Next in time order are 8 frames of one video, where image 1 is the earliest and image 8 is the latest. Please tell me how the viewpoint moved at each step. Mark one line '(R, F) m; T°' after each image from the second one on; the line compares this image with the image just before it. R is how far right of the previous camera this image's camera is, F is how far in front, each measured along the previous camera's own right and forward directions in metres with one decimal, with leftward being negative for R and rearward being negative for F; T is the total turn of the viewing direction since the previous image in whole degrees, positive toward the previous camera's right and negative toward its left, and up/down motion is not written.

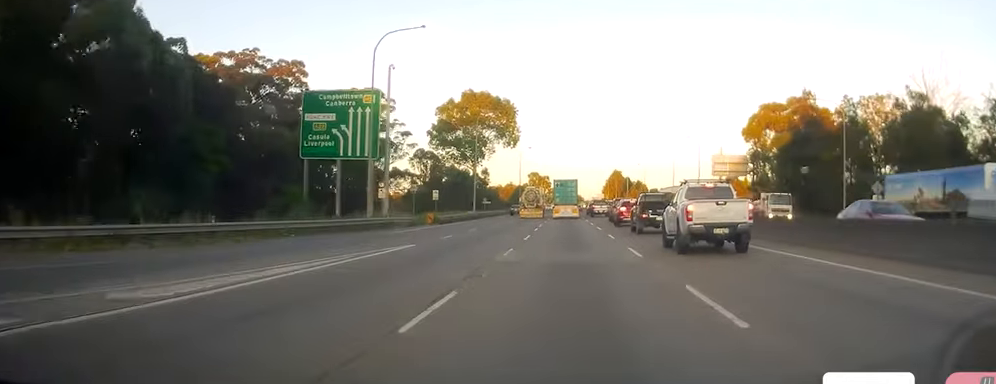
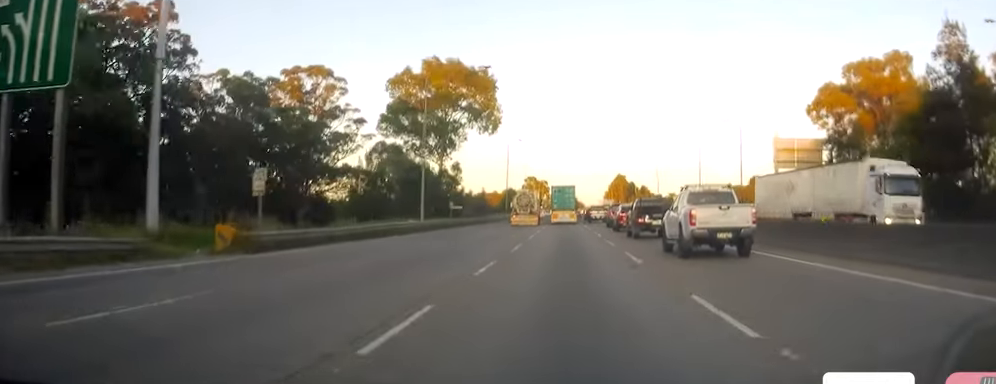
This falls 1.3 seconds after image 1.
(-0.6, +33.0) m; -1°
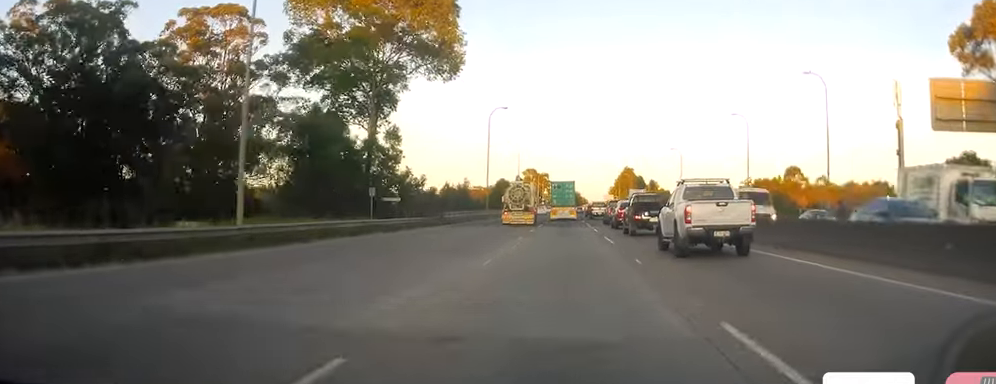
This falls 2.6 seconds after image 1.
(-0.1, +34.4) m; 0°
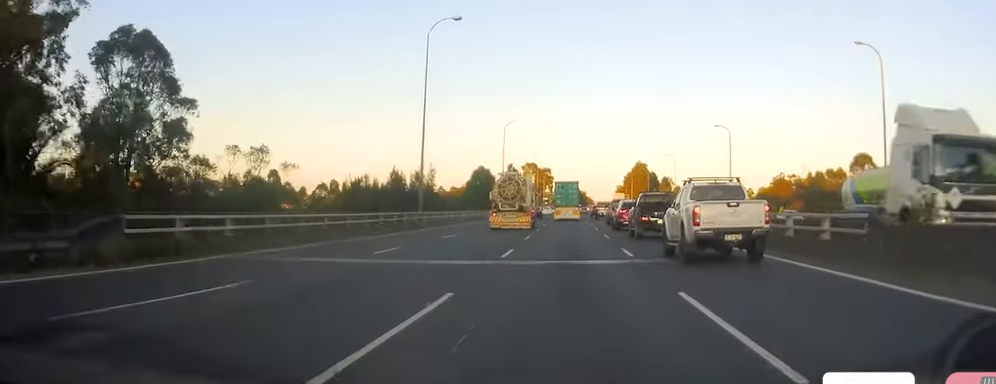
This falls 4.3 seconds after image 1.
(+0.3, +43.8) m; +1°
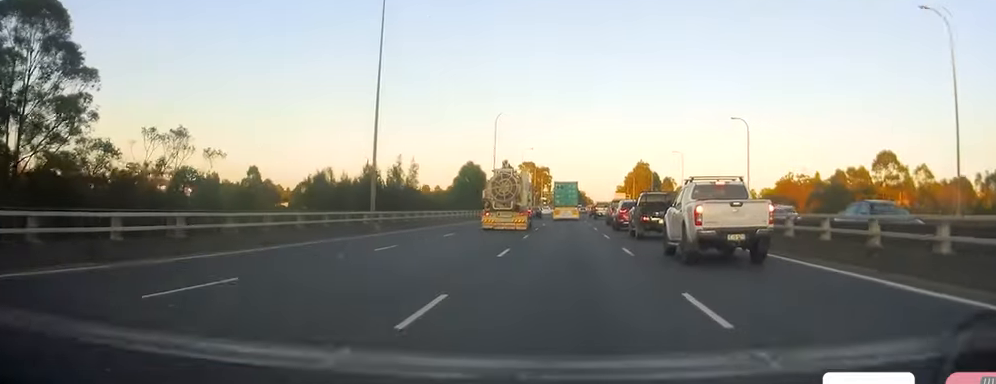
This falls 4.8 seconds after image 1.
(+0.3, +12.0) m; -1°
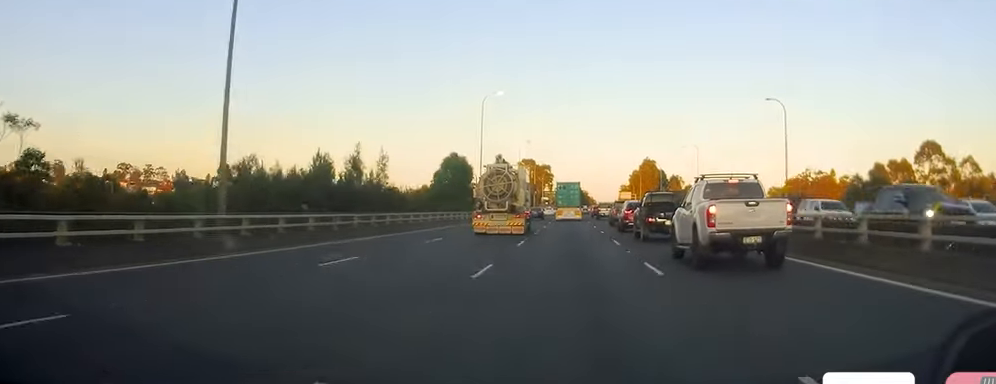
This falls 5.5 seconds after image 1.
(-0.1, +17.2) m; 0°
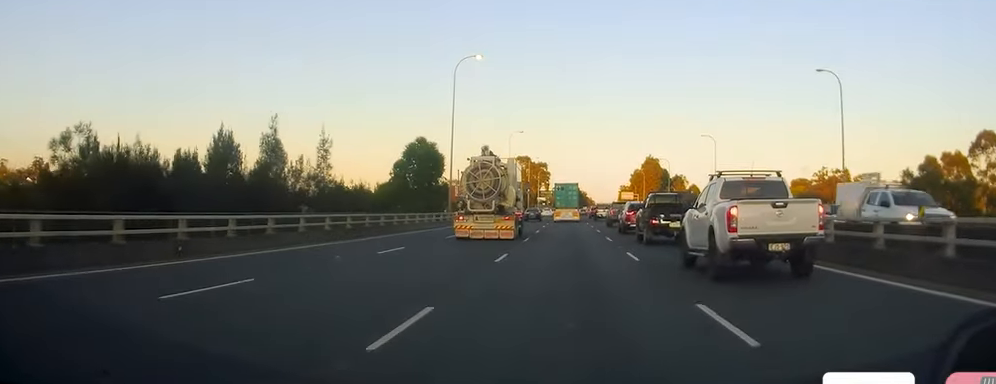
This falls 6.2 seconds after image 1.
(-0.7, +18.9) m; 0°
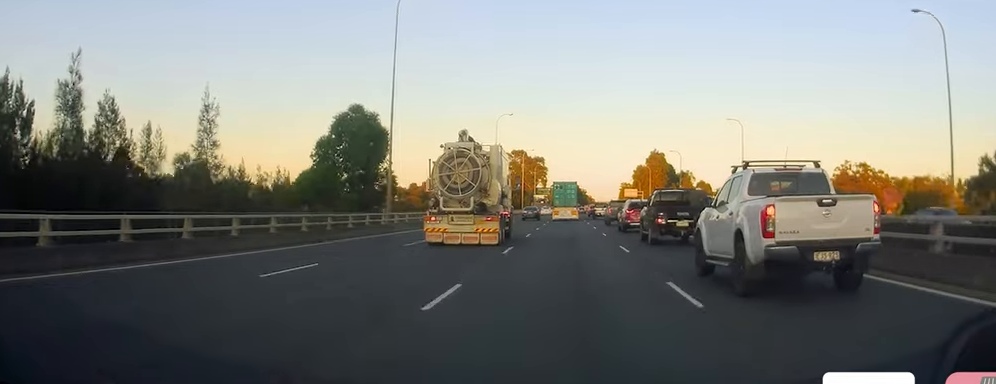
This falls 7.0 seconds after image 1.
(+0.9, +20.6) m; +1°
